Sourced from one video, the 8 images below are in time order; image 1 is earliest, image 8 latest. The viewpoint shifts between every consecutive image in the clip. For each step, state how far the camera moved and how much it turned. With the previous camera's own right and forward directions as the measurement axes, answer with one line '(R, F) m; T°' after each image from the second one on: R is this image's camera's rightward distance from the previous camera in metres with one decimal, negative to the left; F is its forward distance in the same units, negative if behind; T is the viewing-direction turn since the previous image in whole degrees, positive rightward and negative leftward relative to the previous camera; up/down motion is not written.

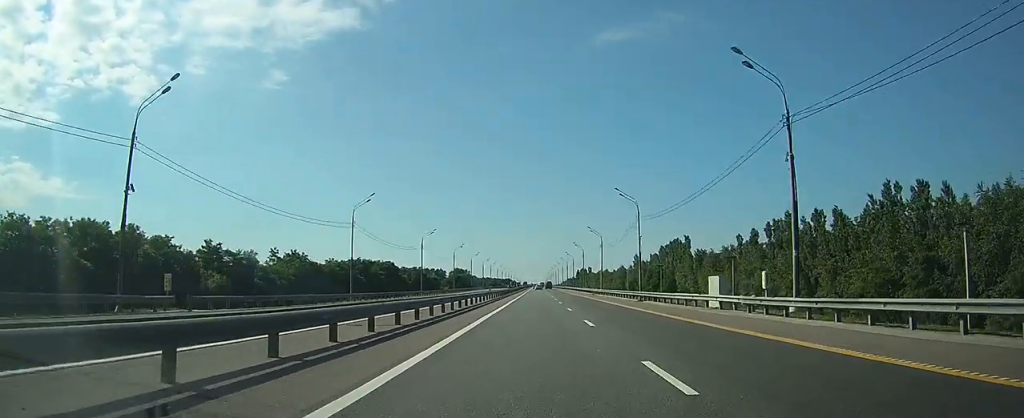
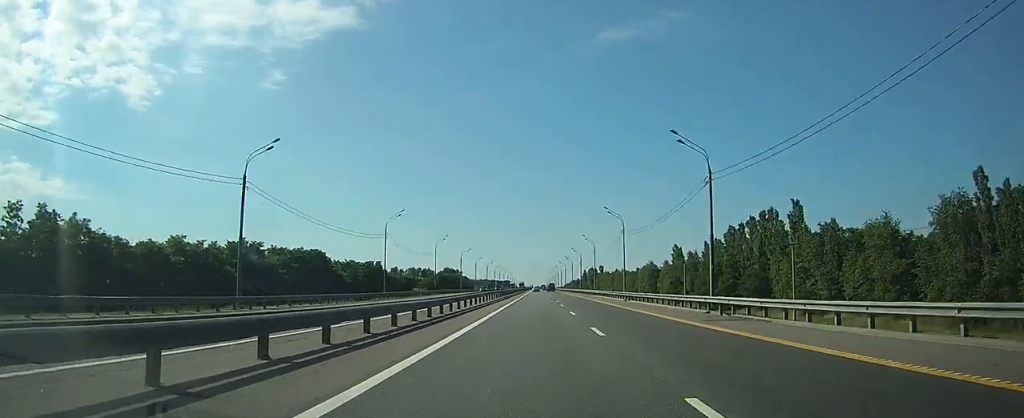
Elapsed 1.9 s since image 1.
(-0.1, +63.3) m; 0°
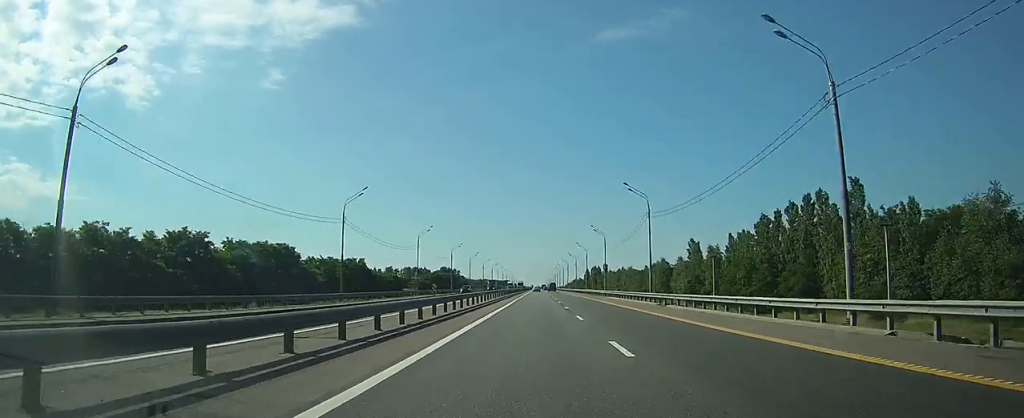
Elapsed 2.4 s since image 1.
(0.0, +17.0) m; 0°
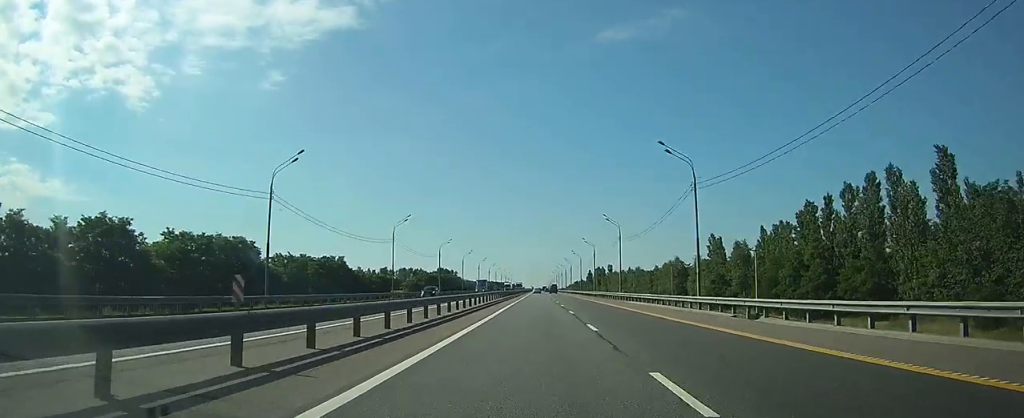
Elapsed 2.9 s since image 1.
(0.0, +17.0) m; 0°
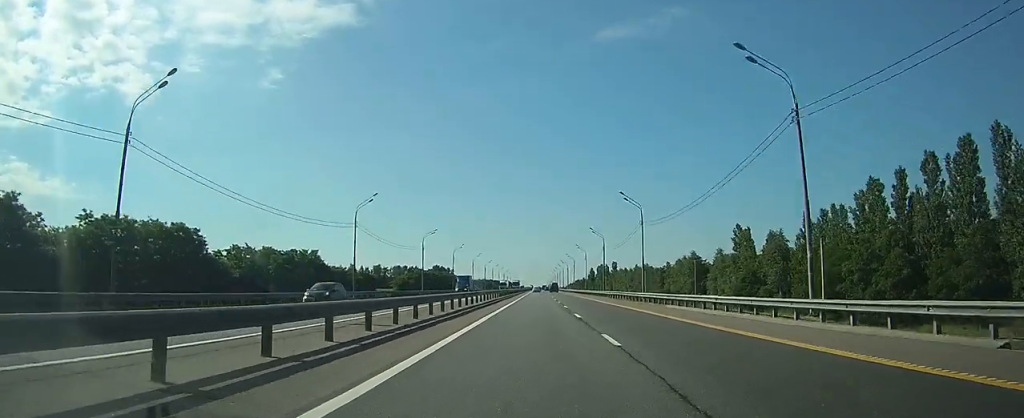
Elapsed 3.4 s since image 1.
(0.0, +17.0) m; 0°
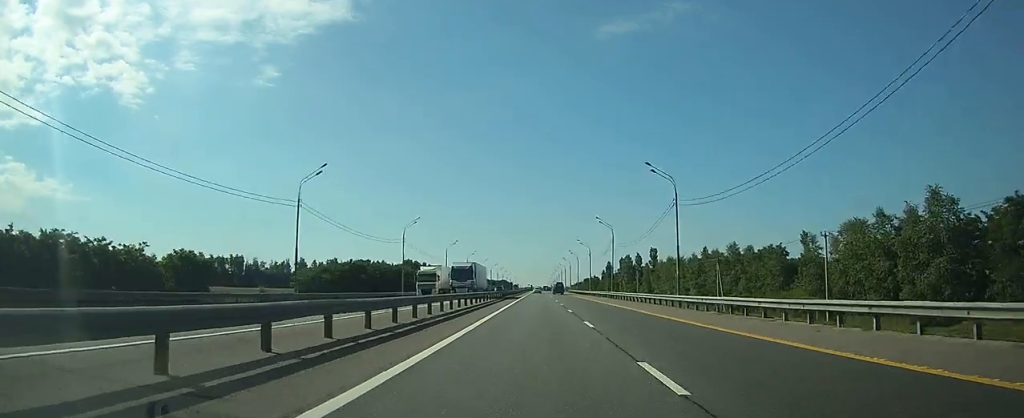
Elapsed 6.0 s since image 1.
(0.0, +89.6) m; 0°
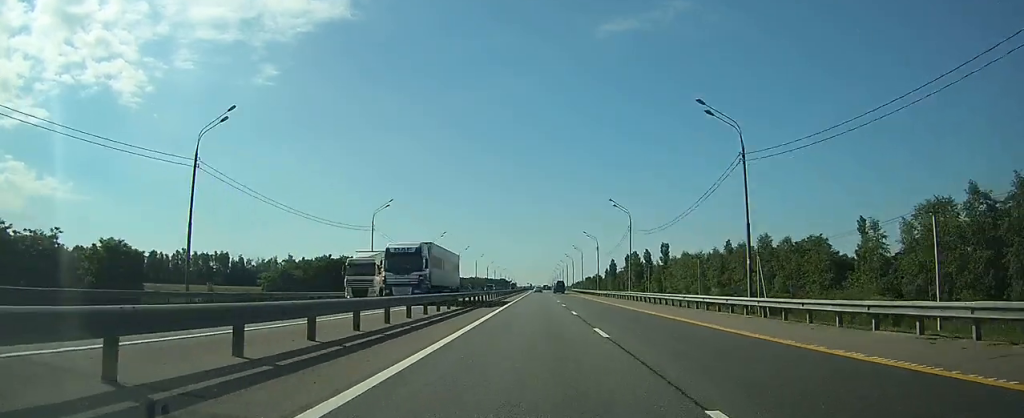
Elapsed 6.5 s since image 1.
(0.0, +15.9) m; 0°
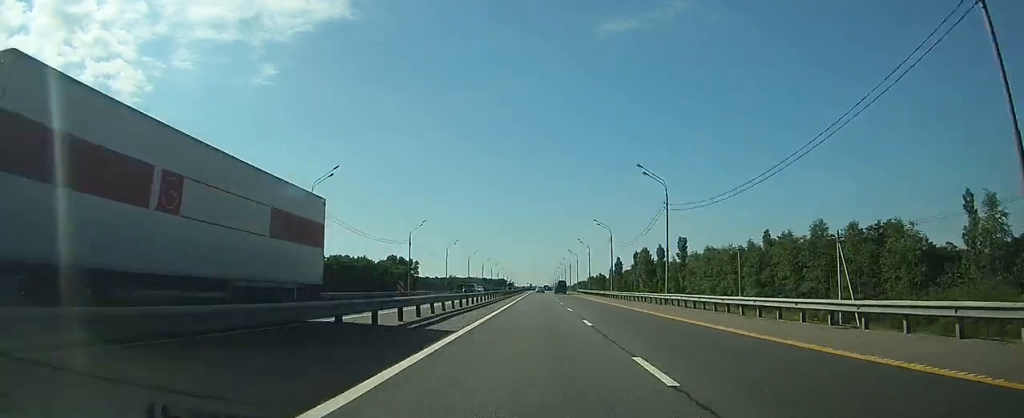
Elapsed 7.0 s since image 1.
(0.0, +19.4) m; 0°
